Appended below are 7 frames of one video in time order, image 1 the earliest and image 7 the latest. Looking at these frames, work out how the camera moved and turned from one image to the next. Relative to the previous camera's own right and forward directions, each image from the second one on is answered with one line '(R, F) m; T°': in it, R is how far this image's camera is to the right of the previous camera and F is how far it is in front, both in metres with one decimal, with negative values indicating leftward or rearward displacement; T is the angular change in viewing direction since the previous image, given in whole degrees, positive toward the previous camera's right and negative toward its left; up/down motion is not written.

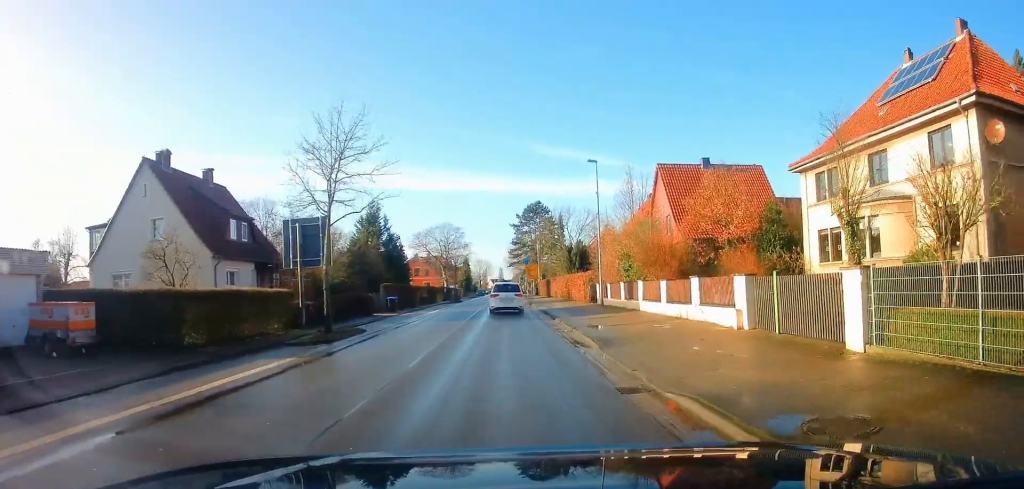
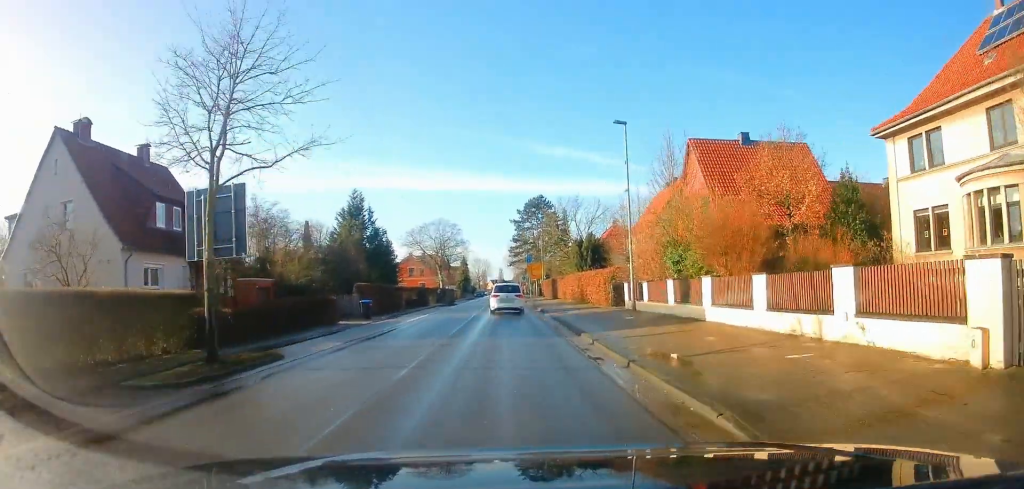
(0.0, +7.8) m; +2°
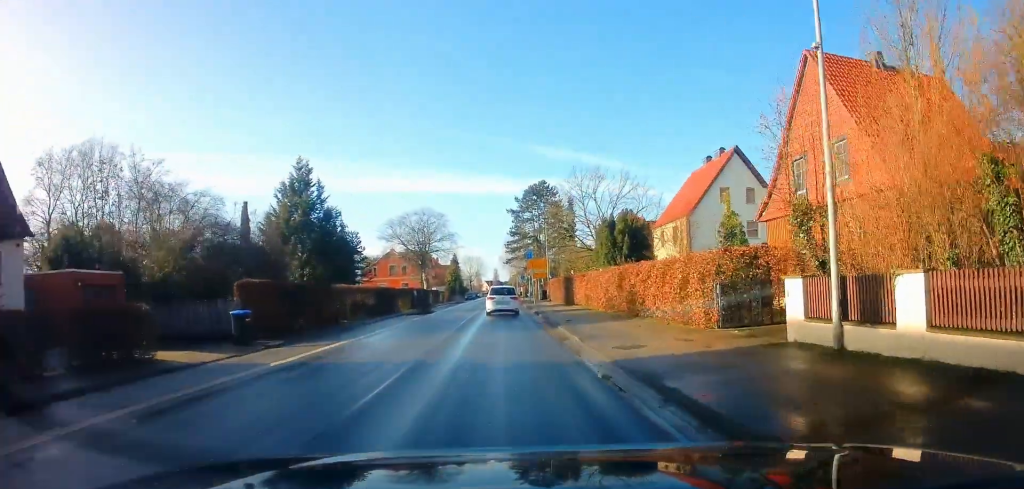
(+0.4, +15.8) m; -1°
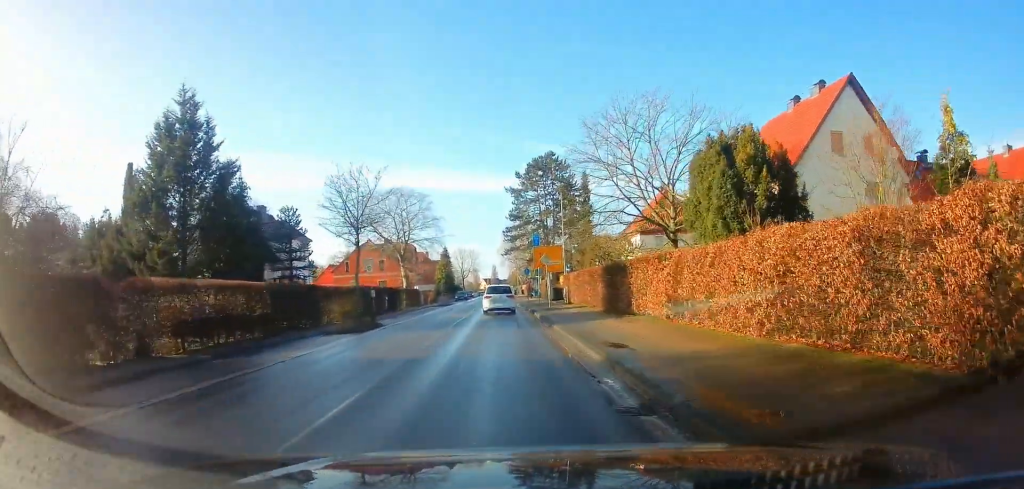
(-0.6, +17.8) m; -3°
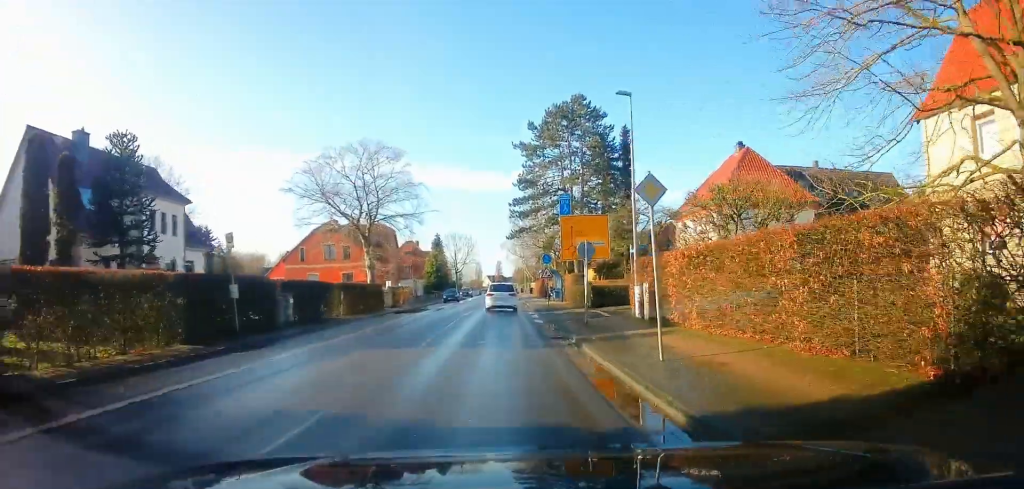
(+0.8, +21.2) m; +2°
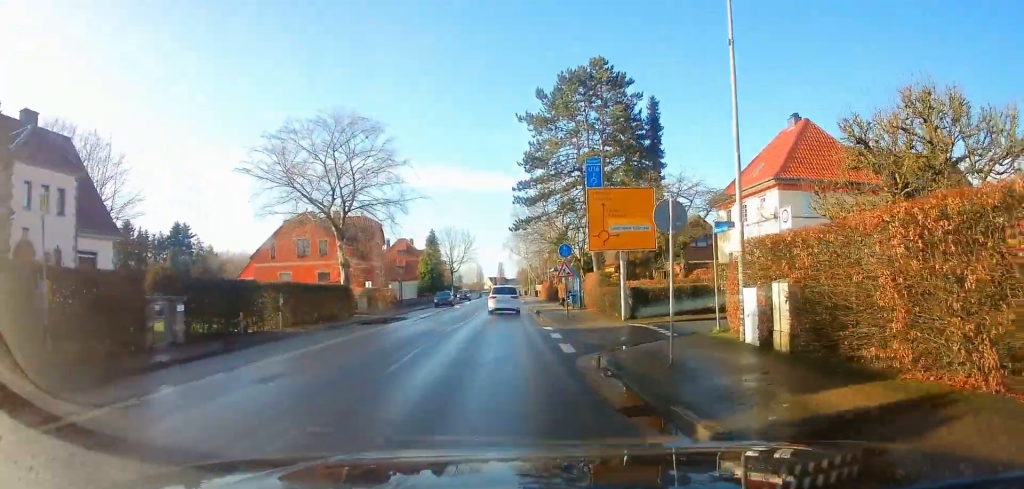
(-0.3, +9.1) m; 0°
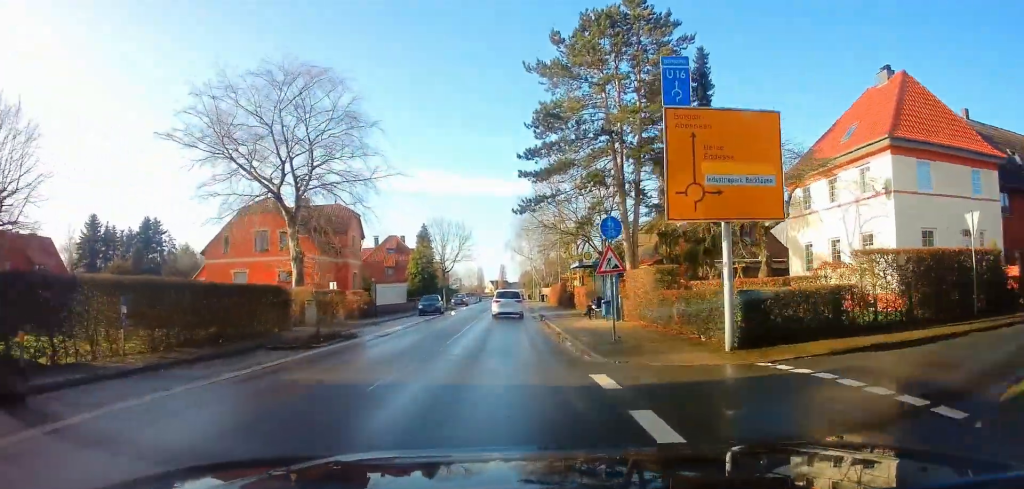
(+0.1, +10.3) m; 0°
